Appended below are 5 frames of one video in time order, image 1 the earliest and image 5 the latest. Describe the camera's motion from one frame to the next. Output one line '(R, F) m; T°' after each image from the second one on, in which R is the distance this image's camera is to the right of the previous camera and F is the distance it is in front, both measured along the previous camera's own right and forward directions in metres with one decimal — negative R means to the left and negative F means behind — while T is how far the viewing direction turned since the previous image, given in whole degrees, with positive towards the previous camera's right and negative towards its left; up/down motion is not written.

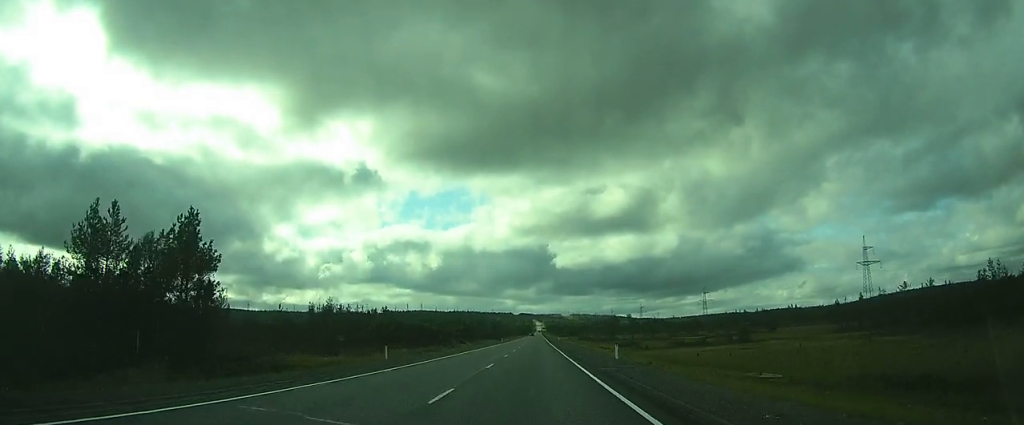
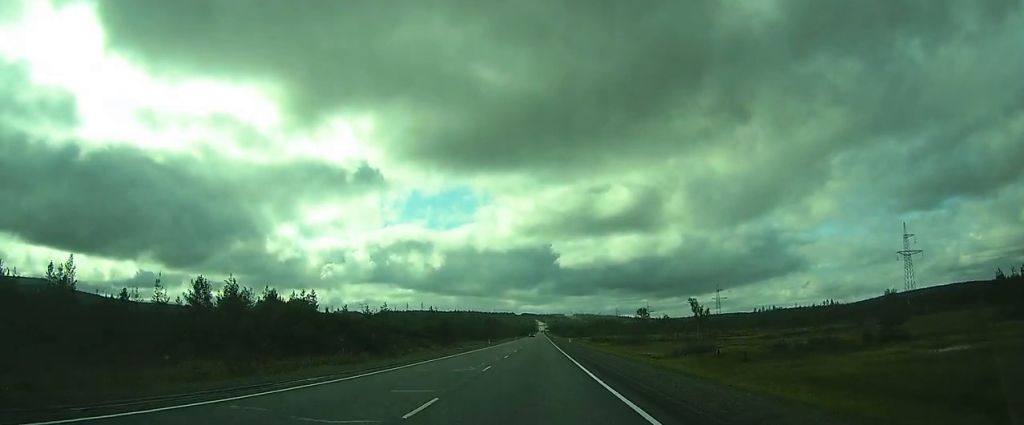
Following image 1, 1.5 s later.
(0.0, +38.9) m; 0°
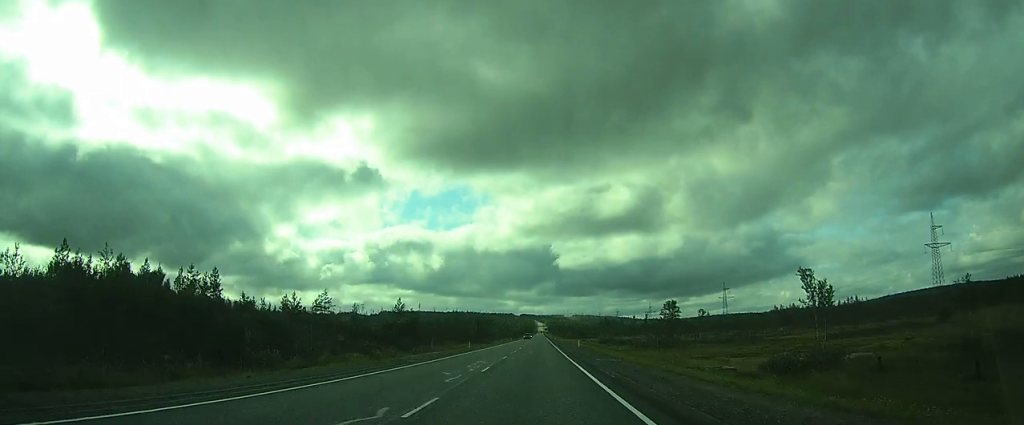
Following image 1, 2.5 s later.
(-0.1, +24.5) m; 0°
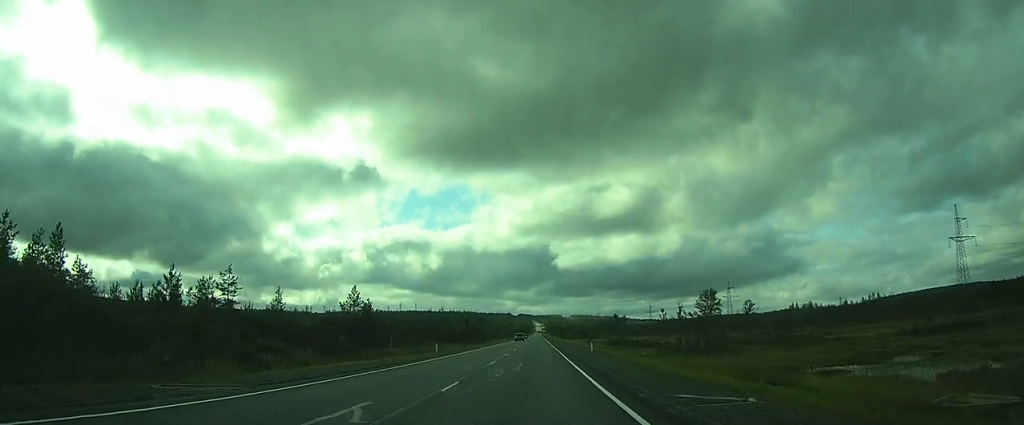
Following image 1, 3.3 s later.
(0.0, +20.2) m; 0°
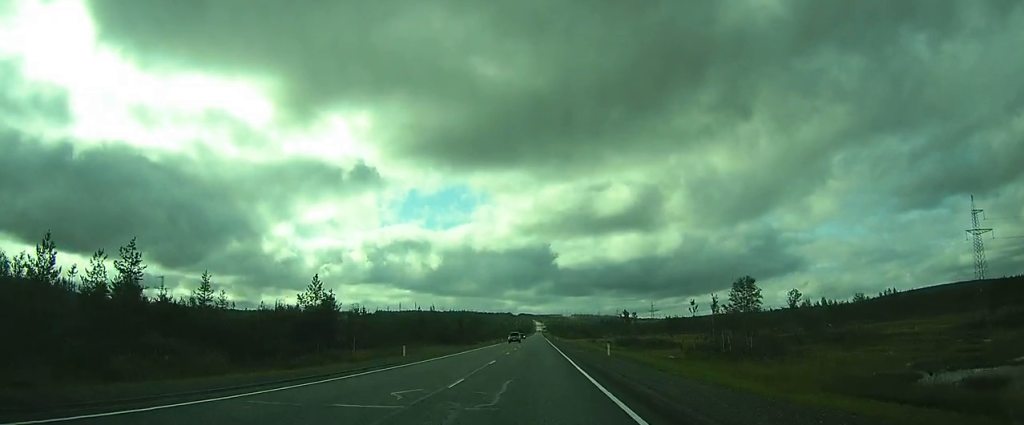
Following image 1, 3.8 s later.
(0.0, +11.8) m; 0°
